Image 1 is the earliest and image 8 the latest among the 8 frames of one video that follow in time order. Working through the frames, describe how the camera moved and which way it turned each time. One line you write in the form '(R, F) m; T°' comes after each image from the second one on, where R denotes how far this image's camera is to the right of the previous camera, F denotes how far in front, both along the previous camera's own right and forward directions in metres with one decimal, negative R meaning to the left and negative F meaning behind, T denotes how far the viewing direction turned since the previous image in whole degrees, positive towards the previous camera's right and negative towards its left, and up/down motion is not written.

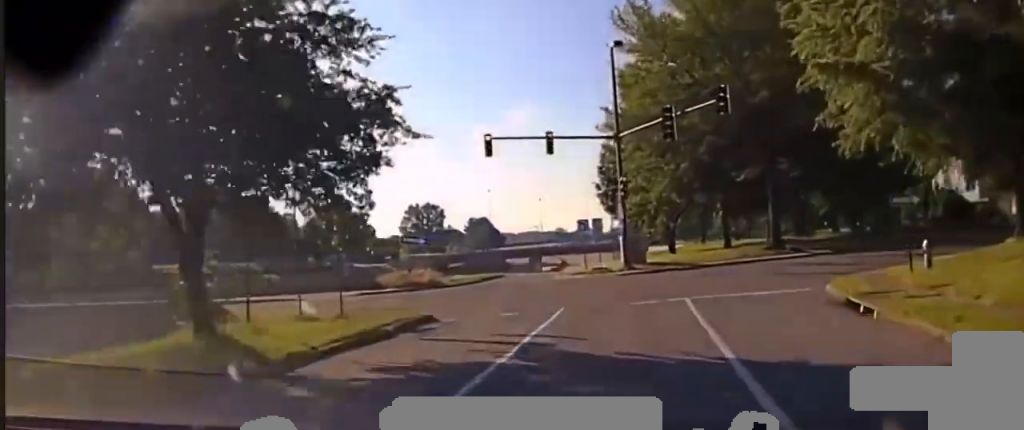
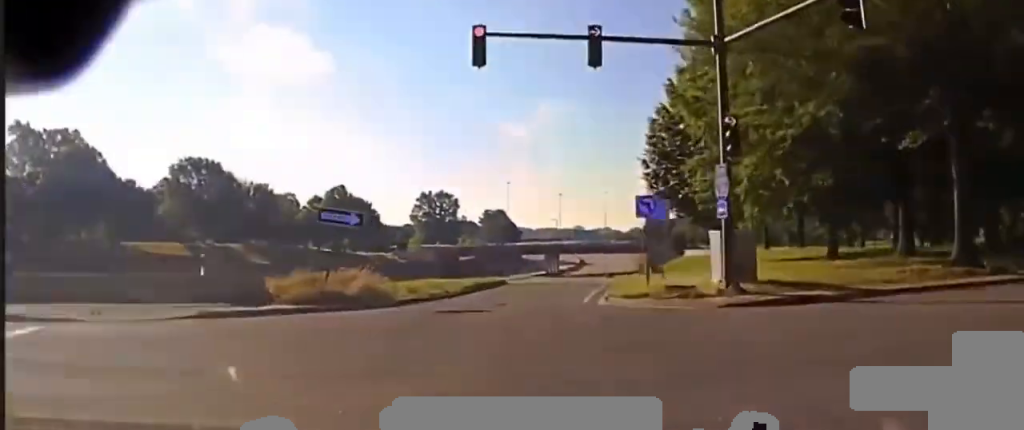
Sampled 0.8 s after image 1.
(+0.1, +19.9) m; +1°
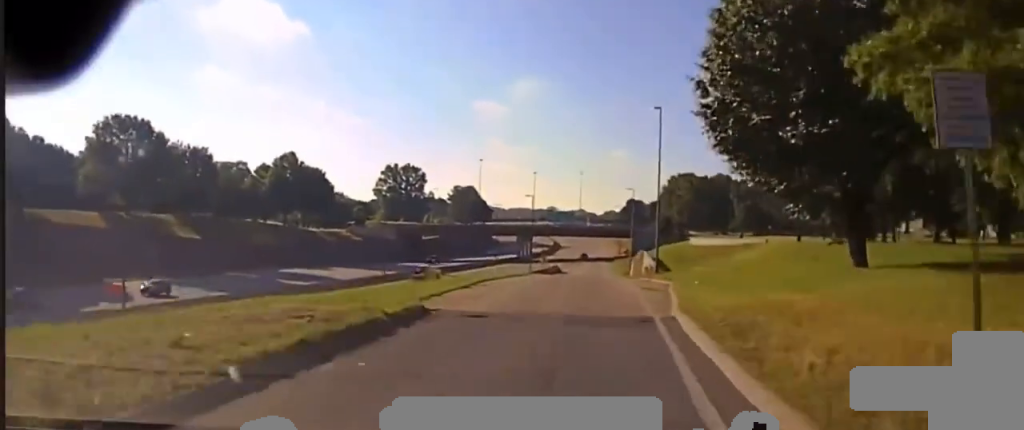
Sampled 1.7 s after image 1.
(+0.3, +20.8) m; +1°
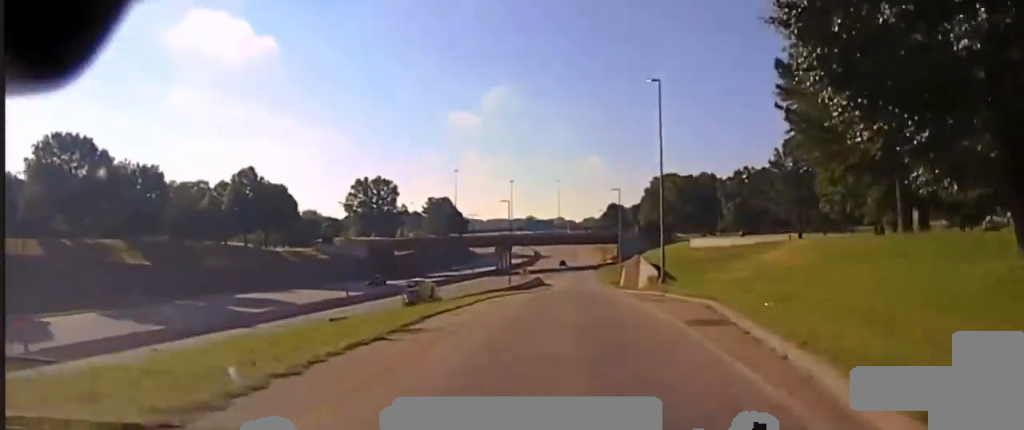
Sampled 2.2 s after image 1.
(0.0, +10.6) m; +1°
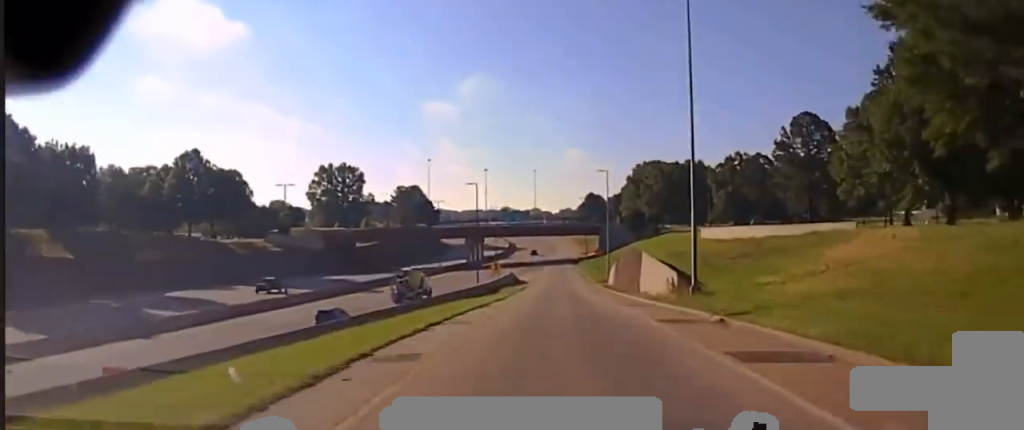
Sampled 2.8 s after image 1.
(+0.2, +15.0) m; +1°
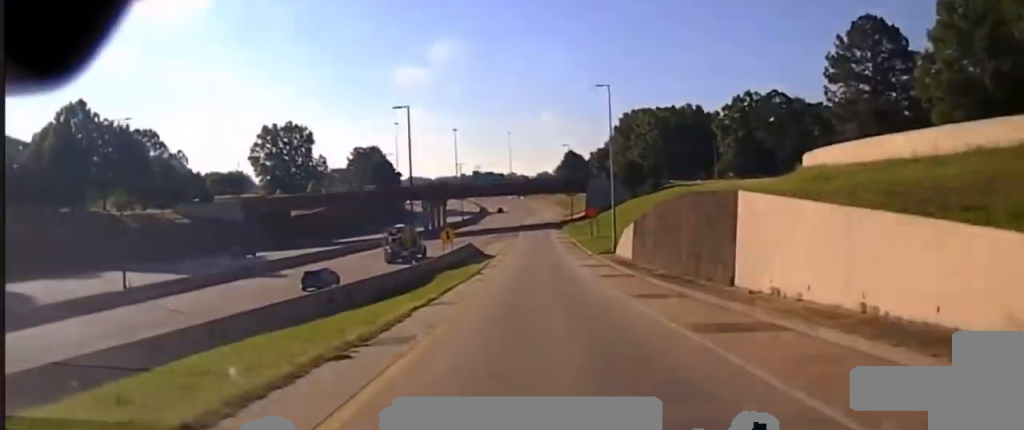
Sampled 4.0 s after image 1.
(+0.5, +31.6) m; +2°
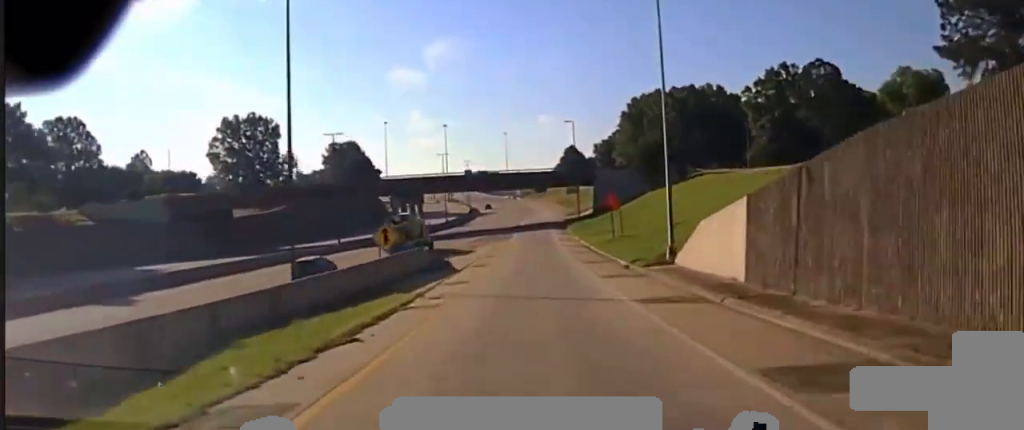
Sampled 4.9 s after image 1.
(+0.4, +29.6) m; +1°
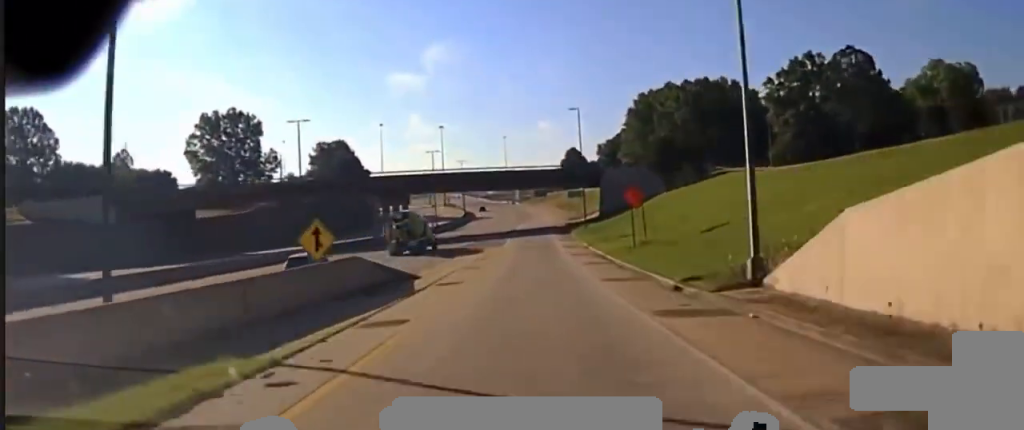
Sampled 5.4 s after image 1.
(0.0, +15.4) m; 0°
